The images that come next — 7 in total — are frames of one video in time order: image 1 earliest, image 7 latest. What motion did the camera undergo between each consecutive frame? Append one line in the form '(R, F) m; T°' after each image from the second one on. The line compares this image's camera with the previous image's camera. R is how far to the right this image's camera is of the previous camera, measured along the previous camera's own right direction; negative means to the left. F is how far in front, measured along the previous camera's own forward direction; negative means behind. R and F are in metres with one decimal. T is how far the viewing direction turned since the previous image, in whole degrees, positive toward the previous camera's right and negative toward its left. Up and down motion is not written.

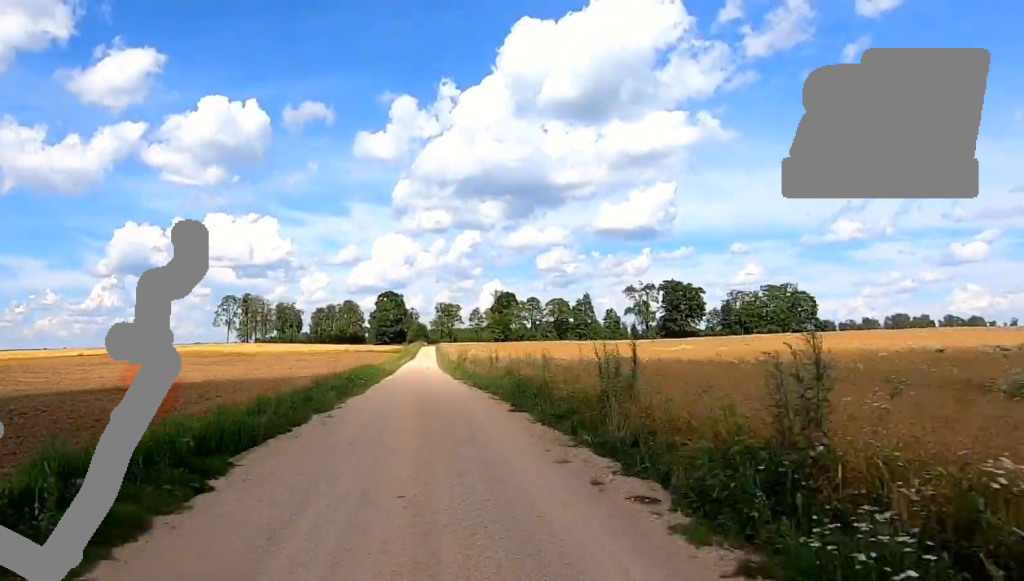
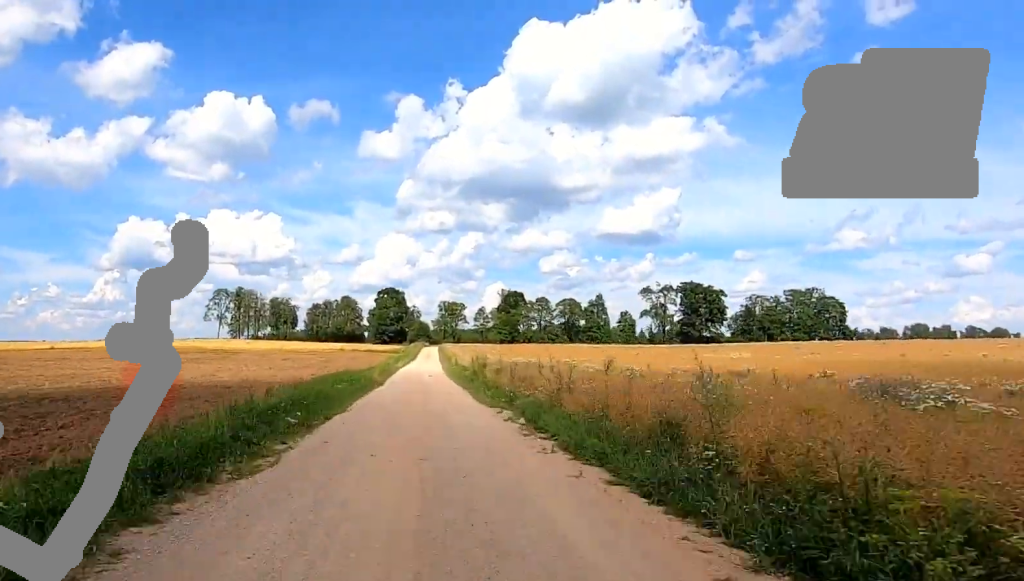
(+0.5, +12.8) m; -1°
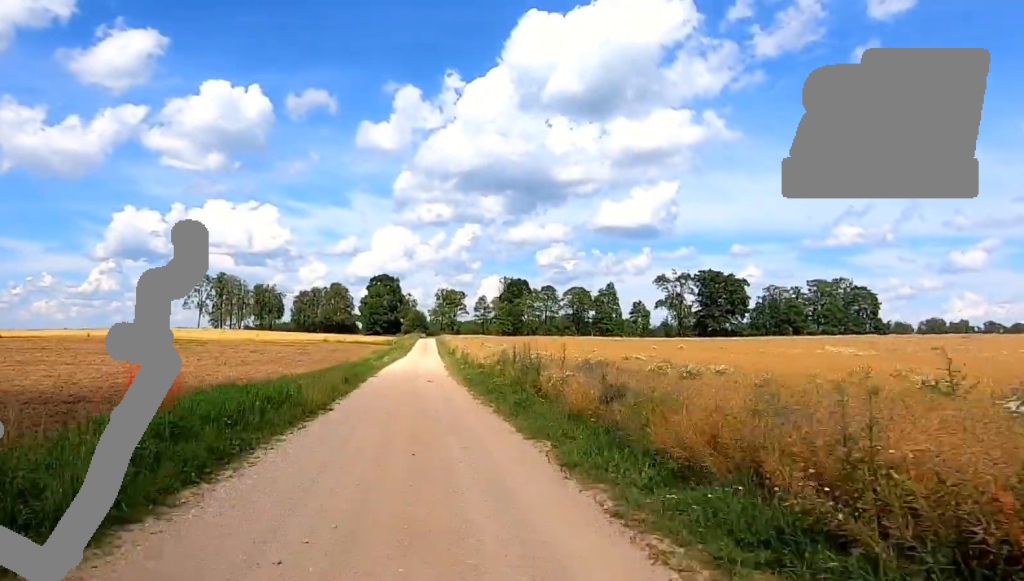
(-0.5, +15.7) m; -2°
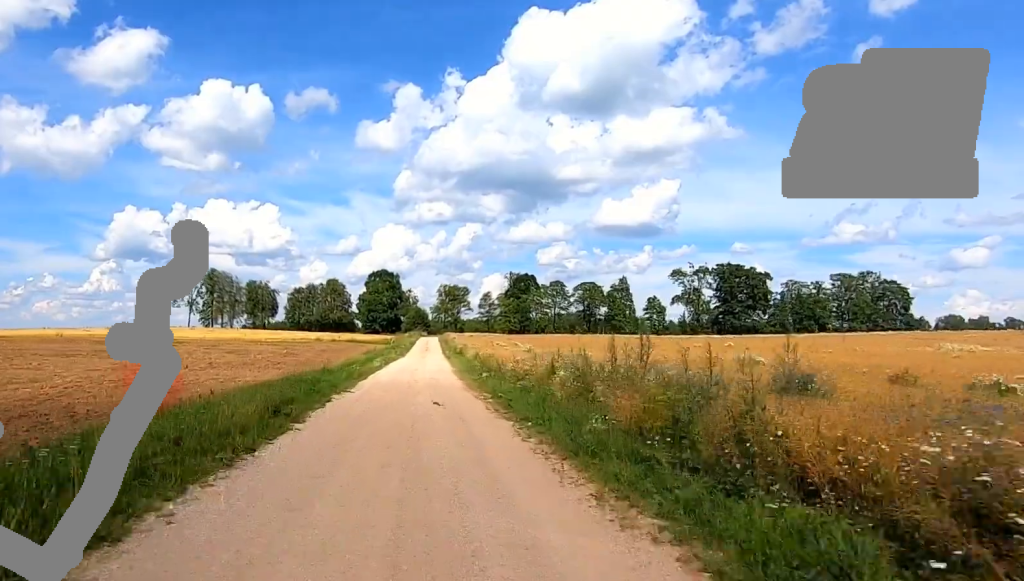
(-0.2, +10.5) m; -1°
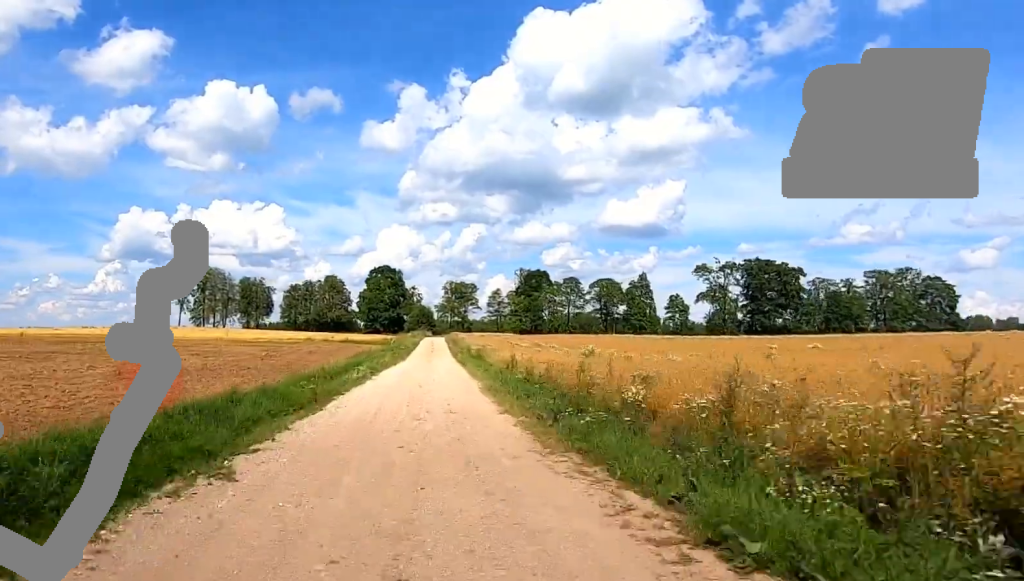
(0.0, +11.6) m; +1°
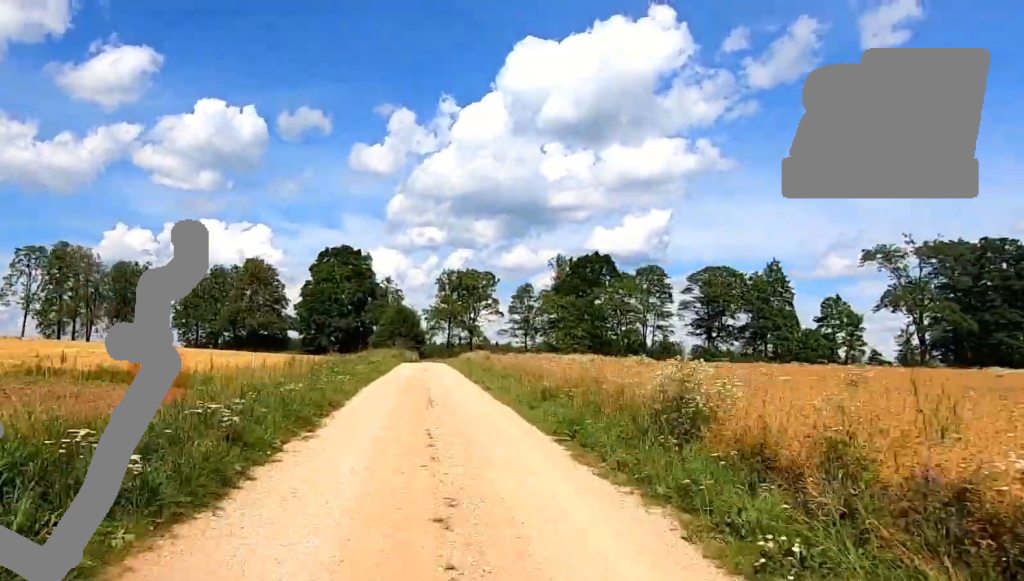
(+2.0, +59.3) m; +1°
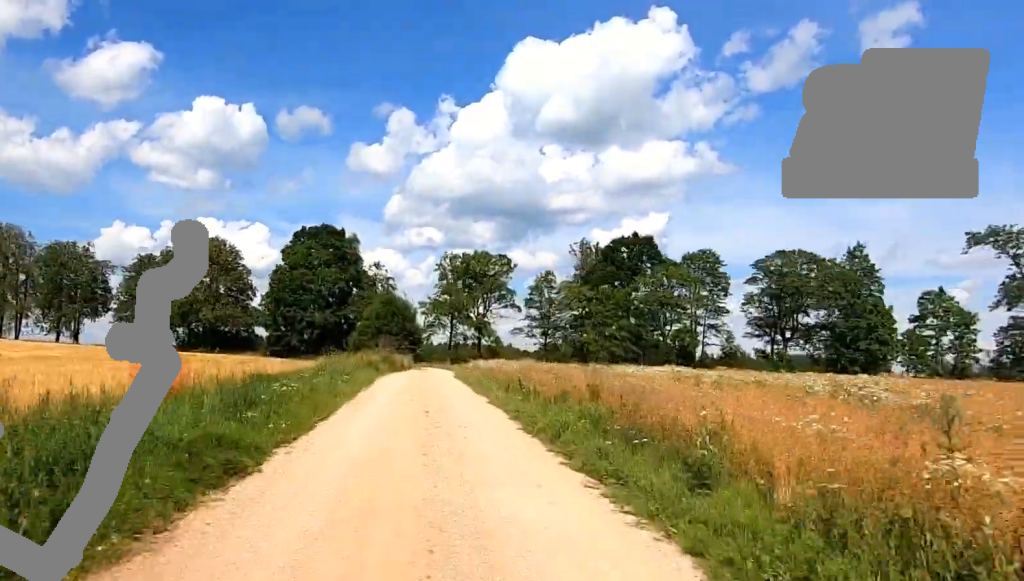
(-0.2, +13.4) m; -1°
